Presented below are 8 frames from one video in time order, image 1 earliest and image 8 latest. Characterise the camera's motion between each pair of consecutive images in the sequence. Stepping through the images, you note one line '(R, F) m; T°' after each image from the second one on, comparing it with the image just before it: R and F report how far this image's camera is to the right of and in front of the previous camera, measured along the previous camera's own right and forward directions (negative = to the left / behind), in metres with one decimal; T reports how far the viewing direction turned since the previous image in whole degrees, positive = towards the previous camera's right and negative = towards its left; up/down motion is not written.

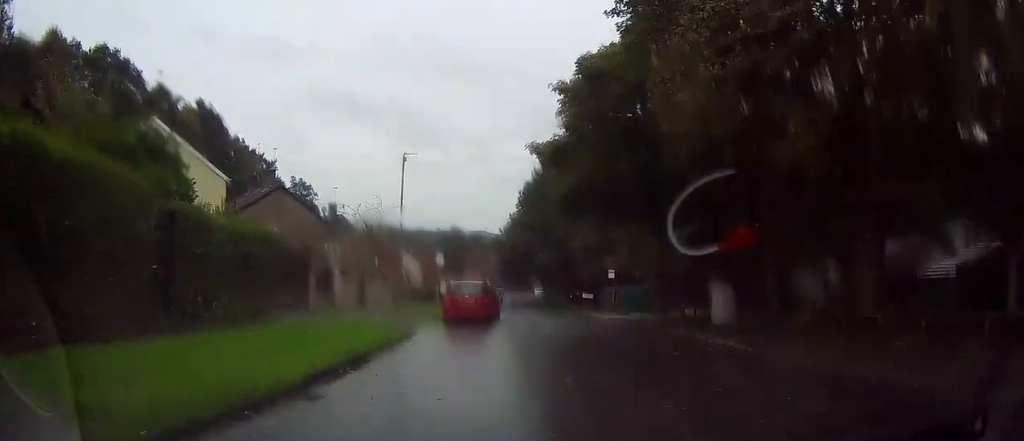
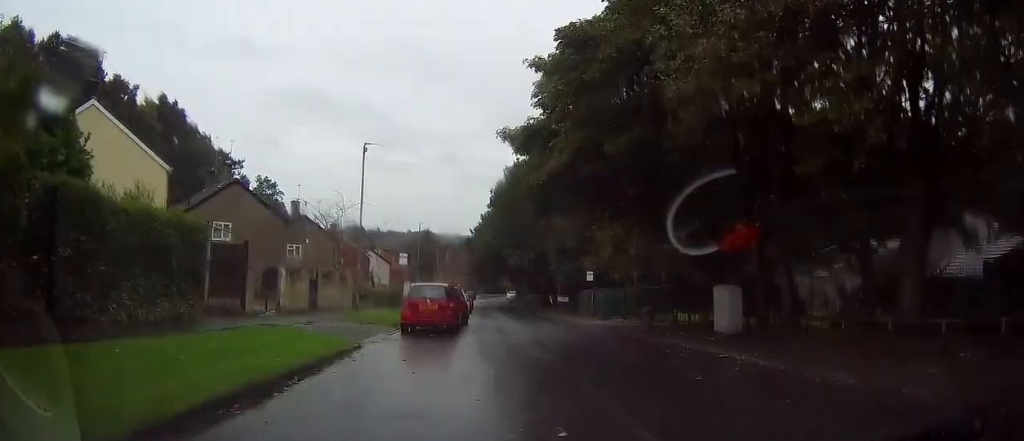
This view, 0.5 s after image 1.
(+0.4, +3.2) m; +1°
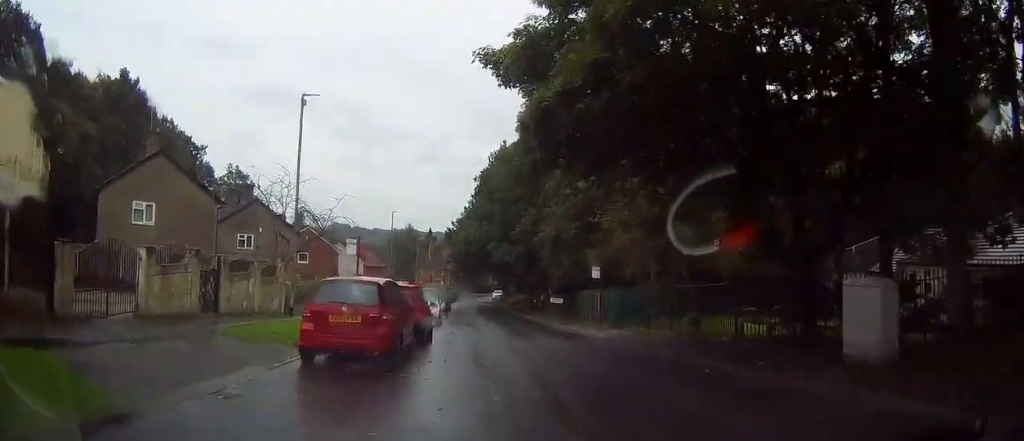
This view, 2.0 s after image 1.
(-0.2, +8.7) m; +1°
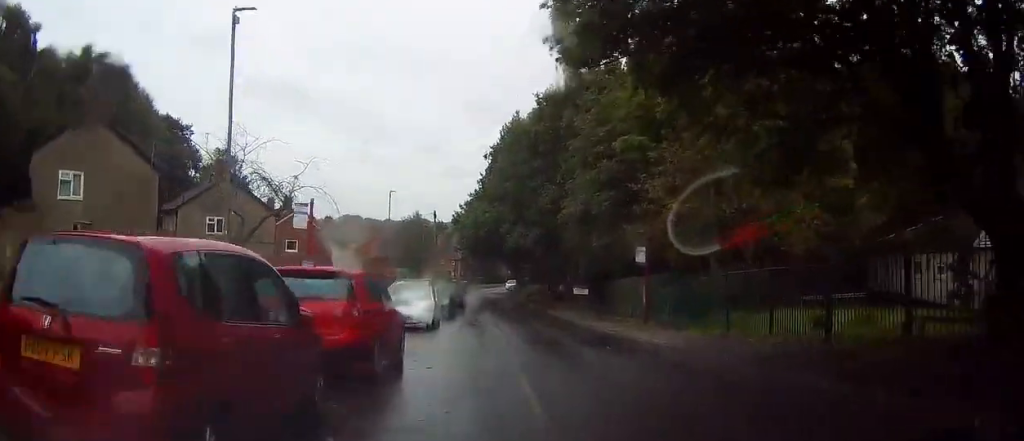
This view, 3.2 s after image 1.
(+0.8, +7.8) m; +5°
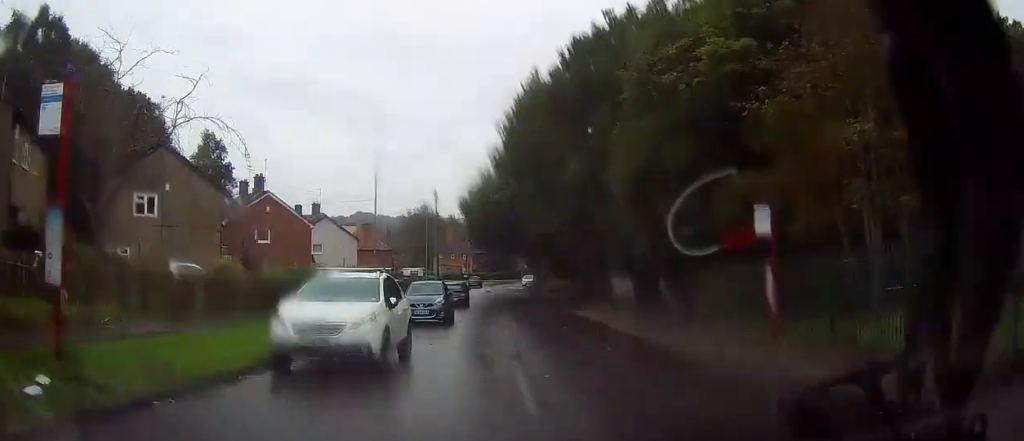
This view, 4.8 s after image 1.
(-0.3, +10.6) m; -5°
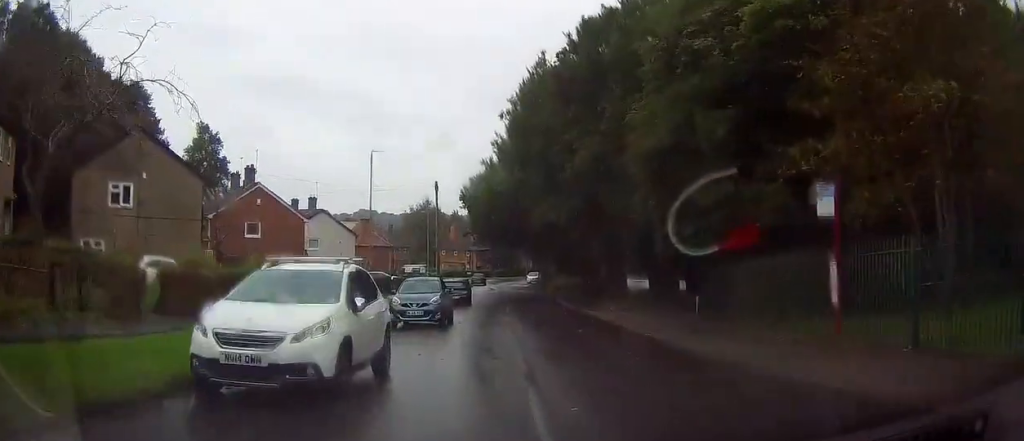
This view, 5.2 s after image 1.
(0.0, +2.8) m; -1°
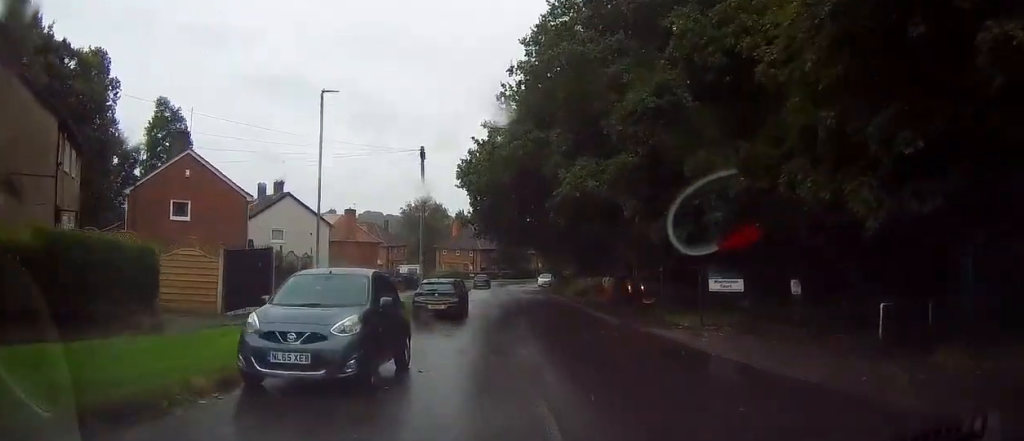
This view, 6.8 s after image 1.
(0.0, +12.0) m; +3°
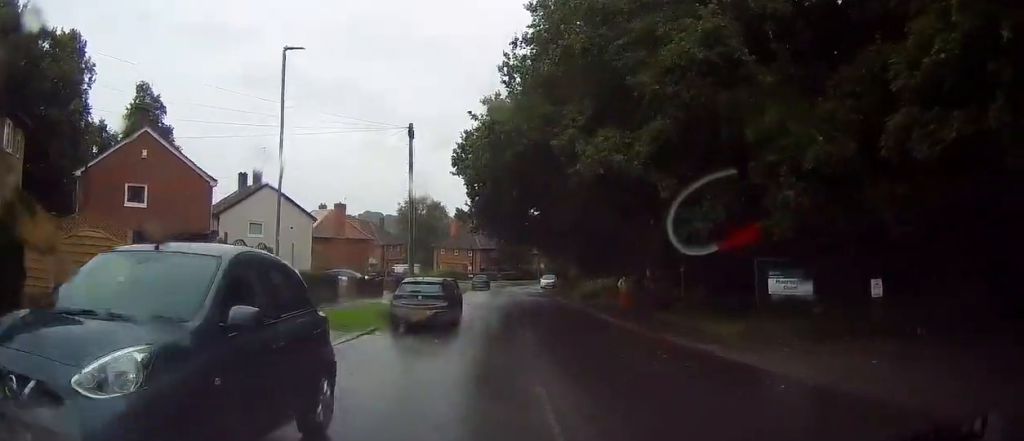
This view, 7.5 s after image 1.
(+0.1, +4.9) m; -1°
